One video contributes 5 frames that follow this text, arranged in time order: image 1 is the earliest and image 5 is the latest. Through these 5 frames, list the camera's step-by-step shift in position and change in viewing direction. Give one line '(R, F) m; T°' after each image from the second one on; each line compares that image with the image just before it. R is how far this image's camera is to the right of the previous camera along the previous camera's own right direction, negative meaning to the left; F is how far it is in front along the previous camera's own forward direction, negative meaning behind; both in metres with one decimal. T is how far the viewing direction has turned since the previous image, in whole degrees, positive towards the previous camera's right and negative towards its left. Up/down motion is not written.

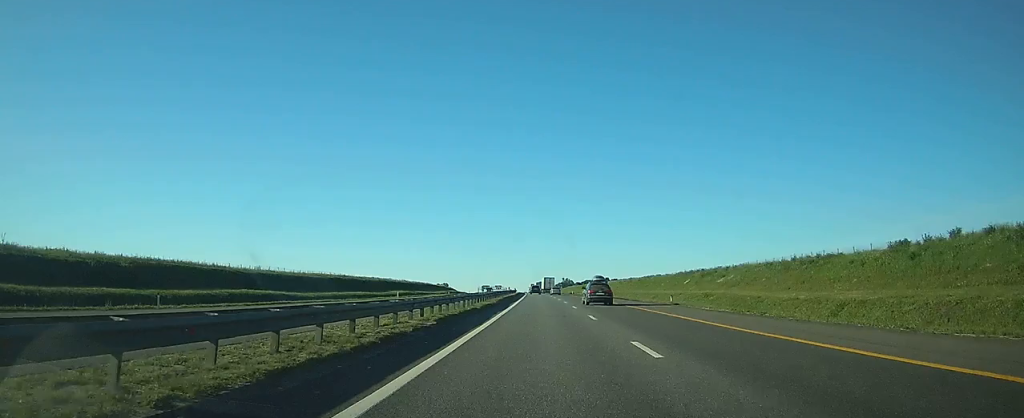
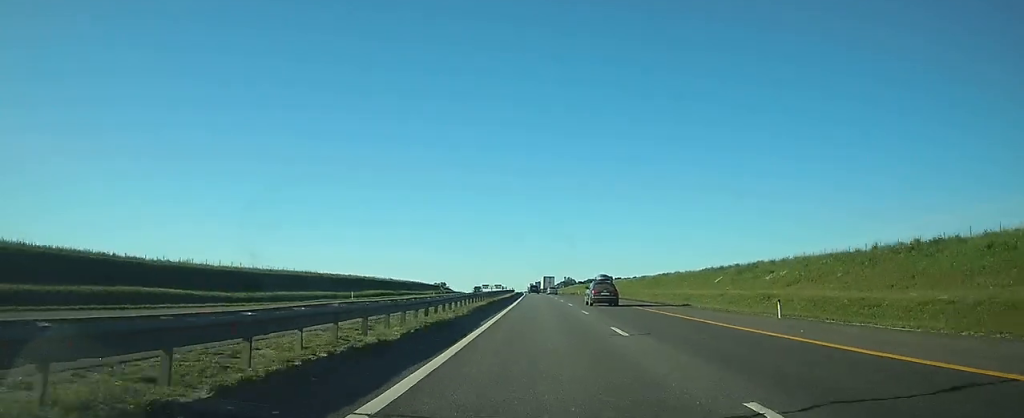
(+0.1, +19.3) m; 0°
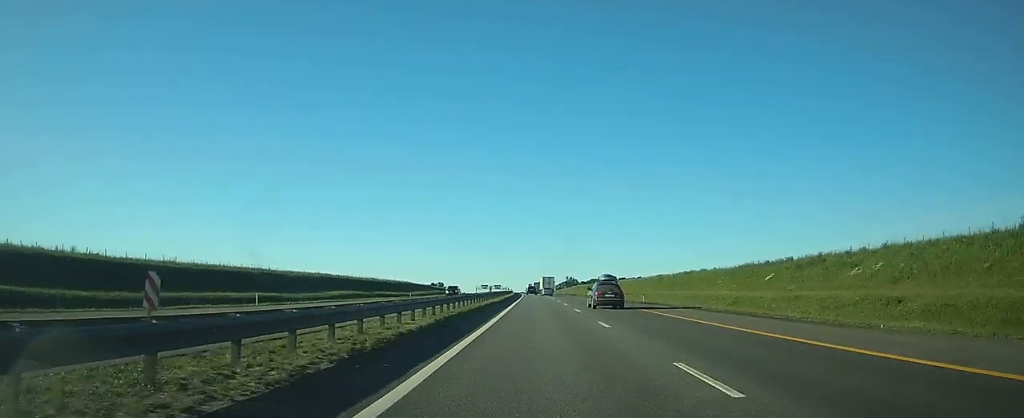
(-0.1, +20.3) m; 0°
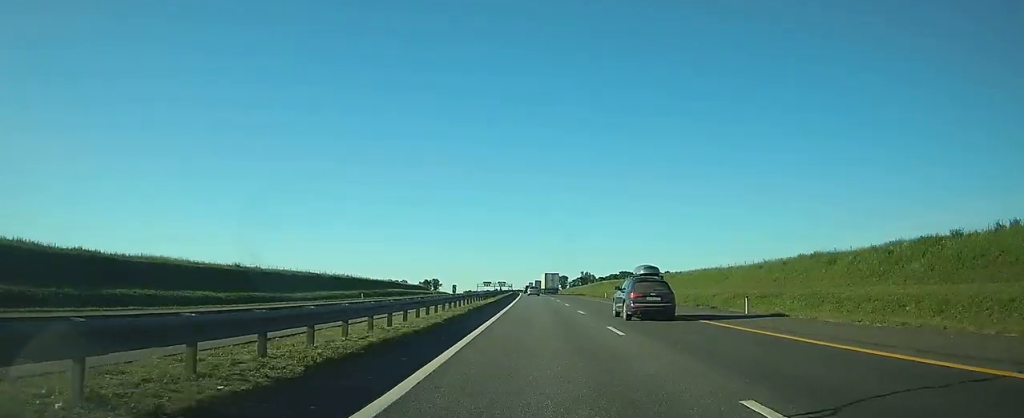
(-0.3, +75.4) m; -1°
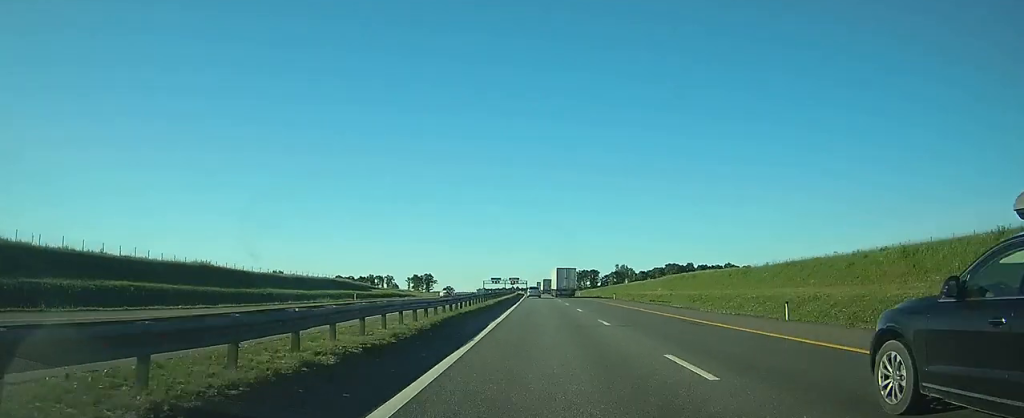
(-1.1, +103.7) m; -2°
